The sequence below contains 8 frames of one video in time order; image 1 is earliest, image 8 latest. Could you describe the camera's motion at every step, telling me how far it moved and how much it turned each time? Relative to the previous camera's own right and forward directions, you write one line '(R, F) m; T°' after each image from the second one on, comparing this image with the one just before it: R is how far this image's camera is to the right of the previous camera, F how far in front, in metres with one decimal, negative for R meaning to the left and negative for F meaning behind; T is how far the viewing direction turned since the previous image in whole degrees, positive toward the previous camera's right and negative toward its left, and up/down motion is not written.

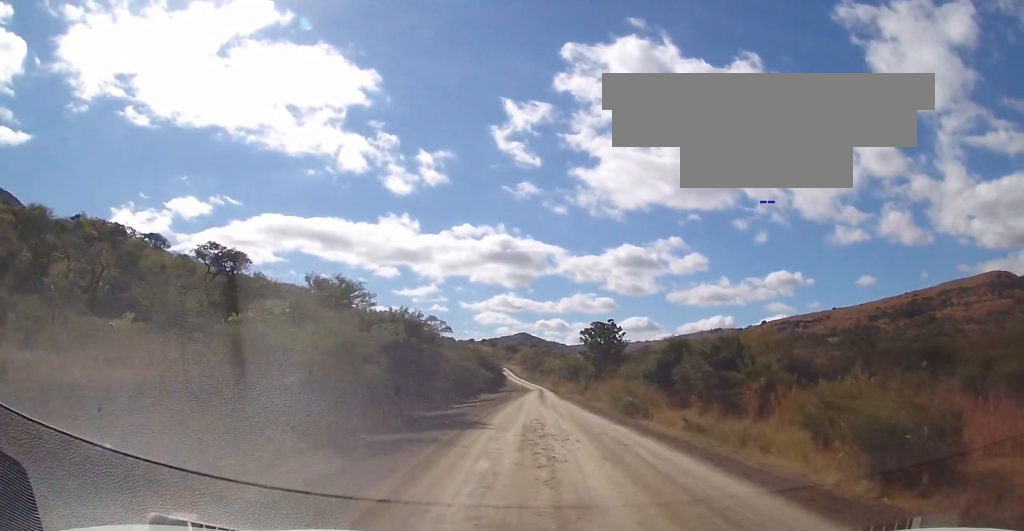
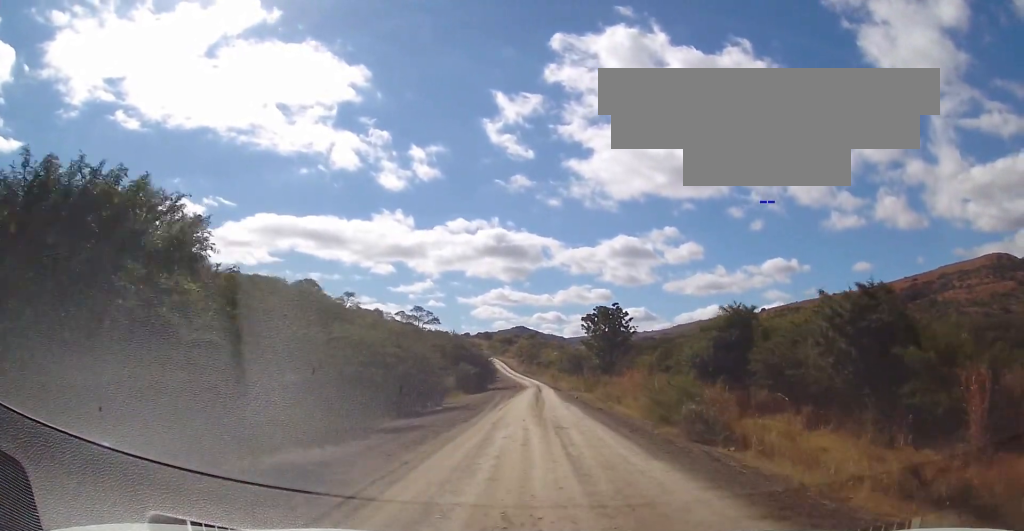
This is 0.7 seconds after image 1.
(-0.2, +13.8) m; -1°
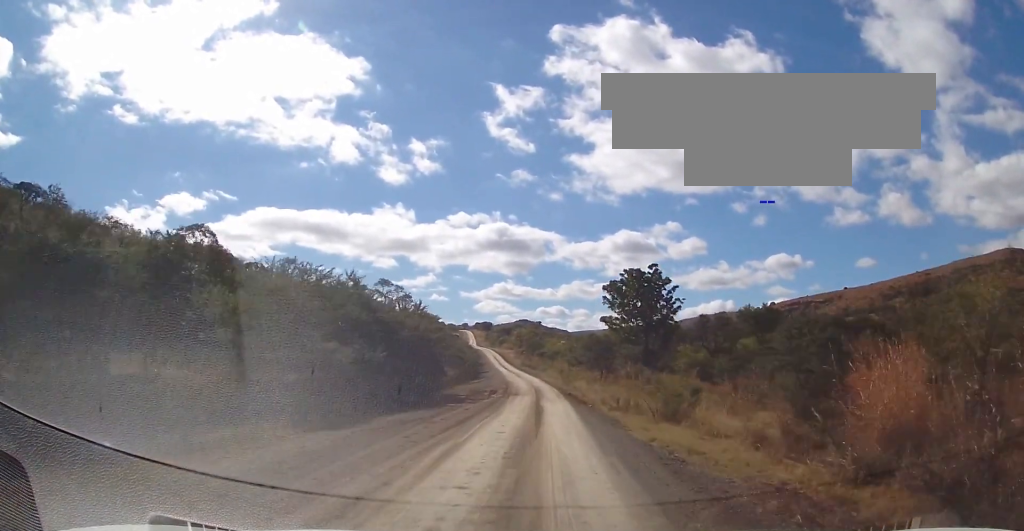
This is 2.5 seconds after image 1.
(-0.1, +33.2) m; 0°
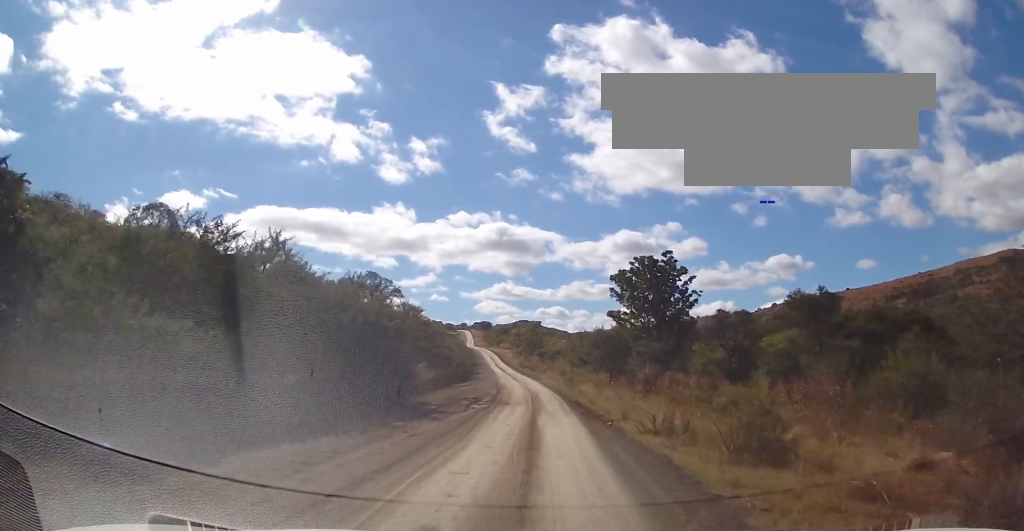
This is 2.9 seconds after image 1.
(0.0, +8.1) m; 0°
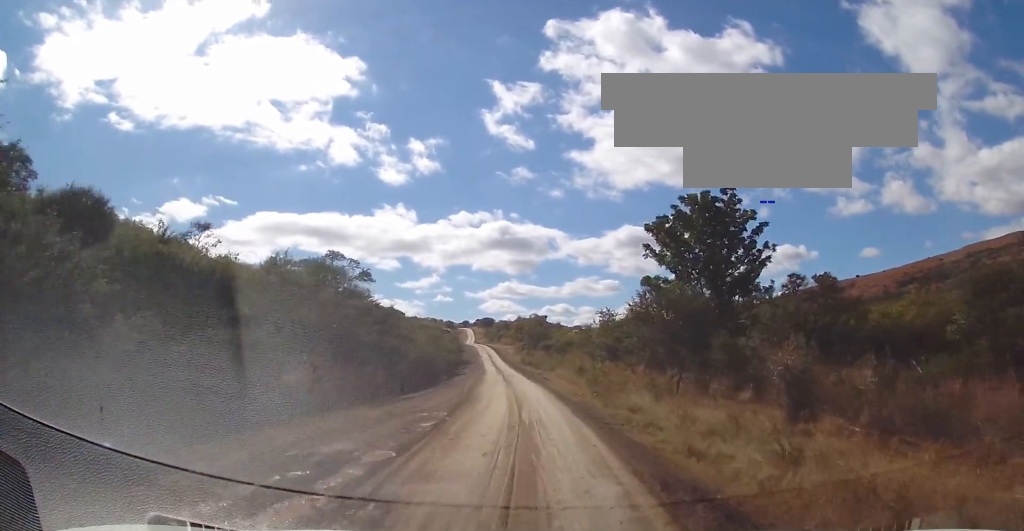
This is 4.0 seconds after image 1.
(+0.2, +20.4) m; 0°
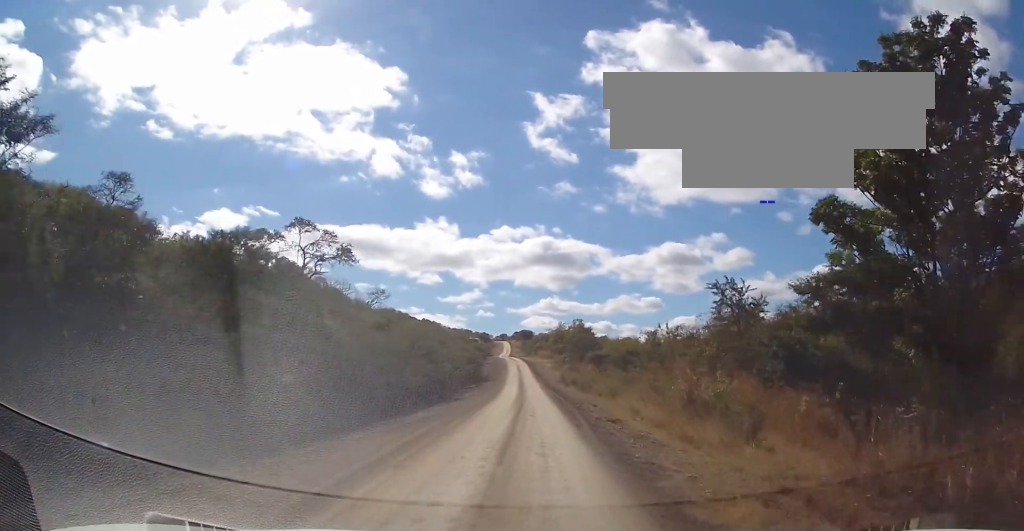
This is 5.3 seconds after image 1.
(-0.6, +24.1) m; -3°
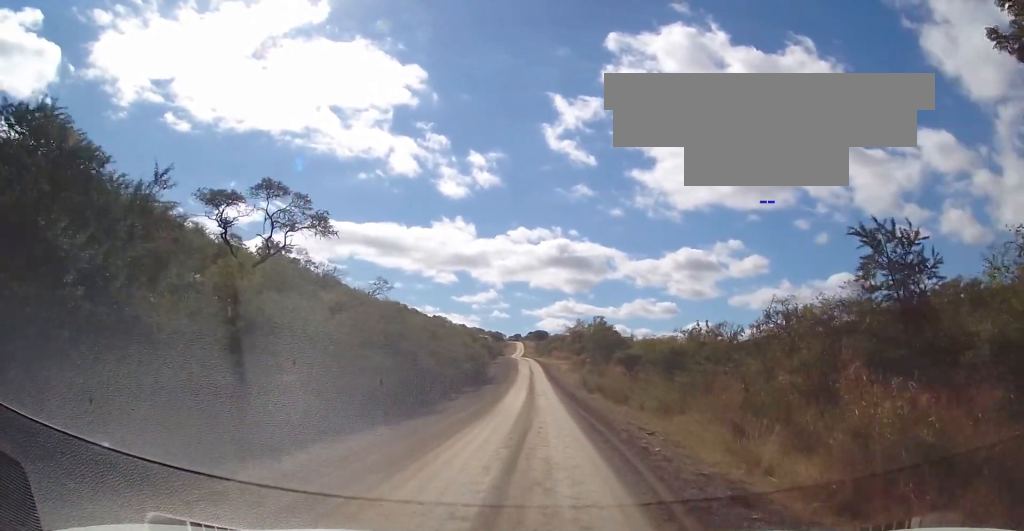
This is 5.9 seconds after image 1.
(-0.1, +11.1) m; -2°
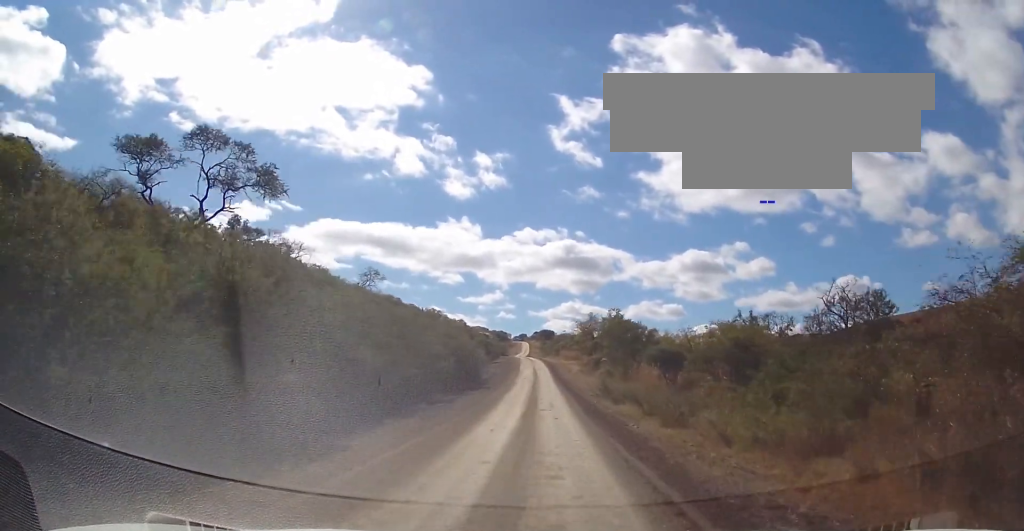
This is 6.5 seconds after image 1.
(-0.2, +11.1) m; -2°
